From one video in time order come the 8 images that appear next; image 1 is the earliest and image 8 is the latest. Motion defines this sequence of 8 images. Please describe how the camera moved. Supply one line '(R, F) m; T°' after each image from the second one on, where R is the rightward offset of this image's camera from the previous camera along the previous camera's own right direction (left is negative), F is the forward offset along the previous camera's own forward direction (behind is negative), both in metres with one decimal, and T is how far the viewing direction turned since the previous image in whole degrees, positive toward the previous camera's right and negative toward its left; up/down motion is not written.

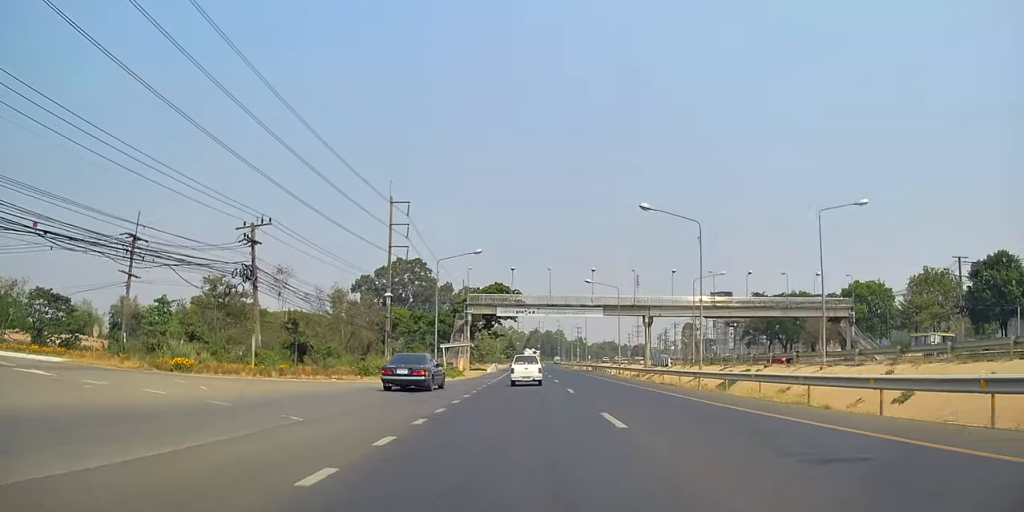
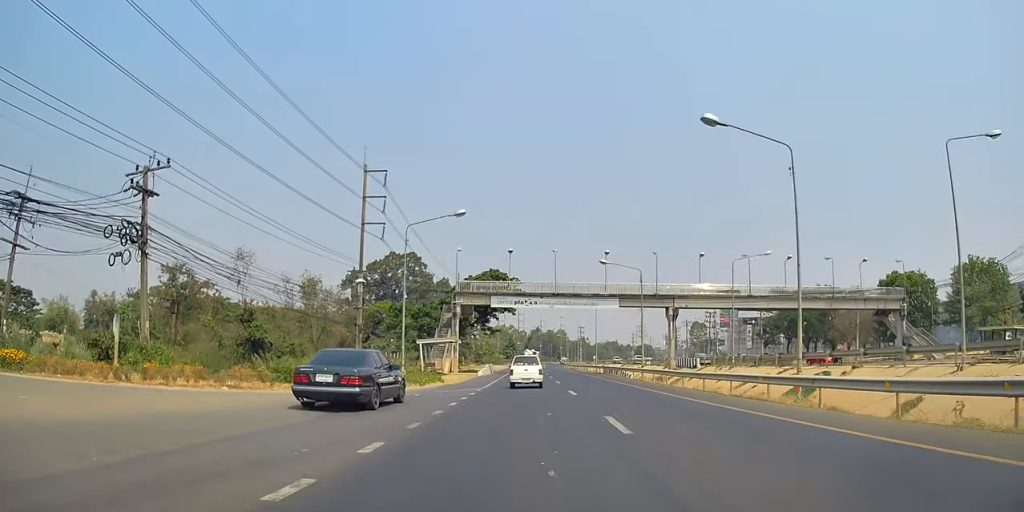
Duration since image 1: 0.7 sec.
(+0.1, +12.4) m; -1°
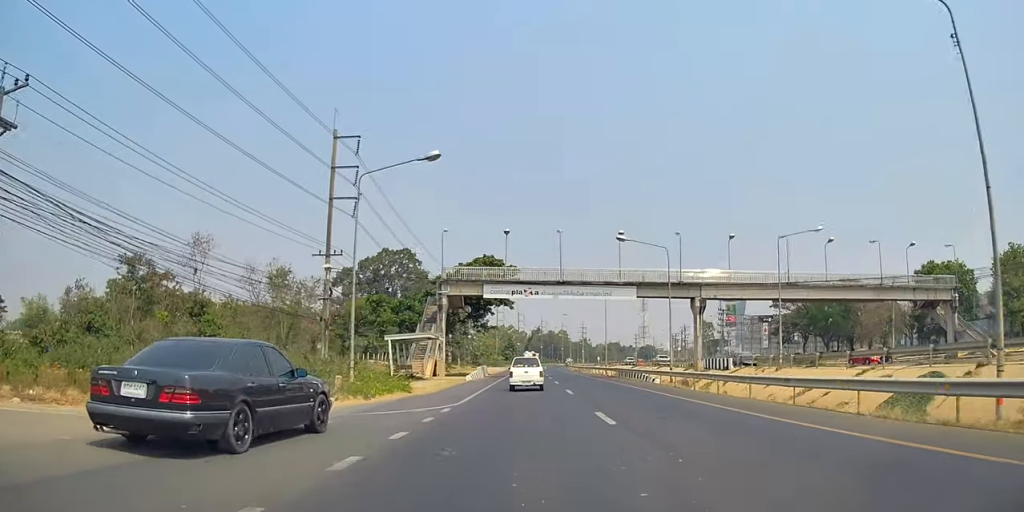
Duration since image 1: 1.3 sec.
(0.0, +10.5) m; -1°
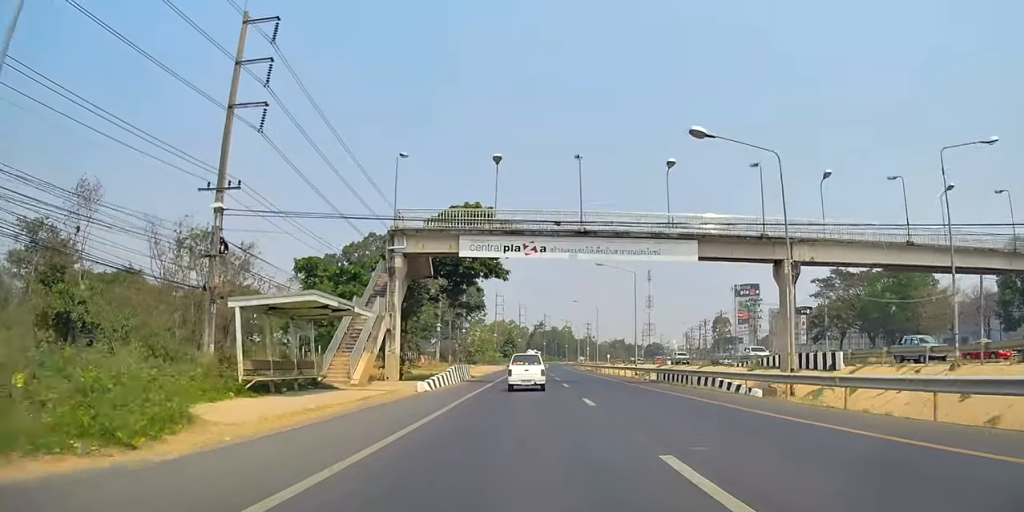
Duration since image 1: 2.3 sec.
(-0.6, +19.4) m; +1°
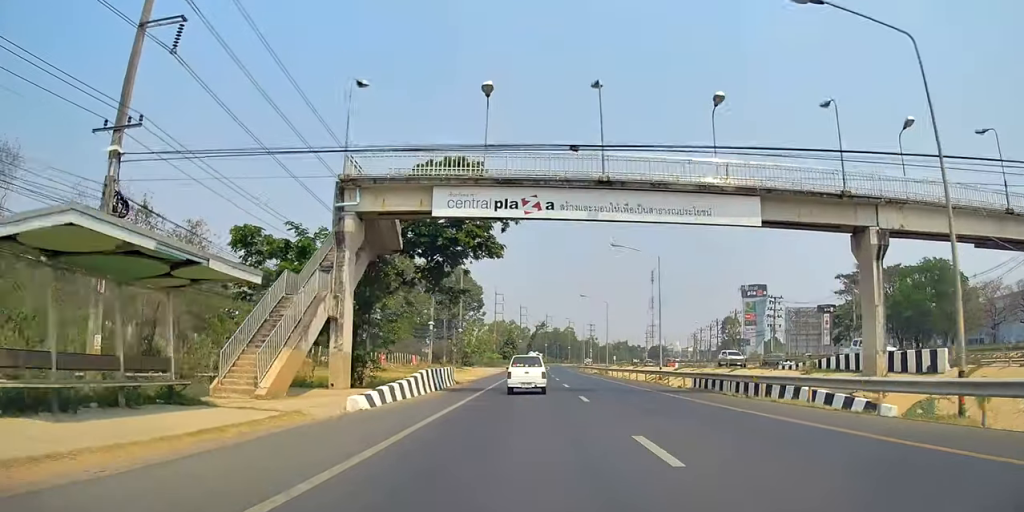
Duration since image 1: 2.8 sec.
(+0.3, +8.9) m; +1°
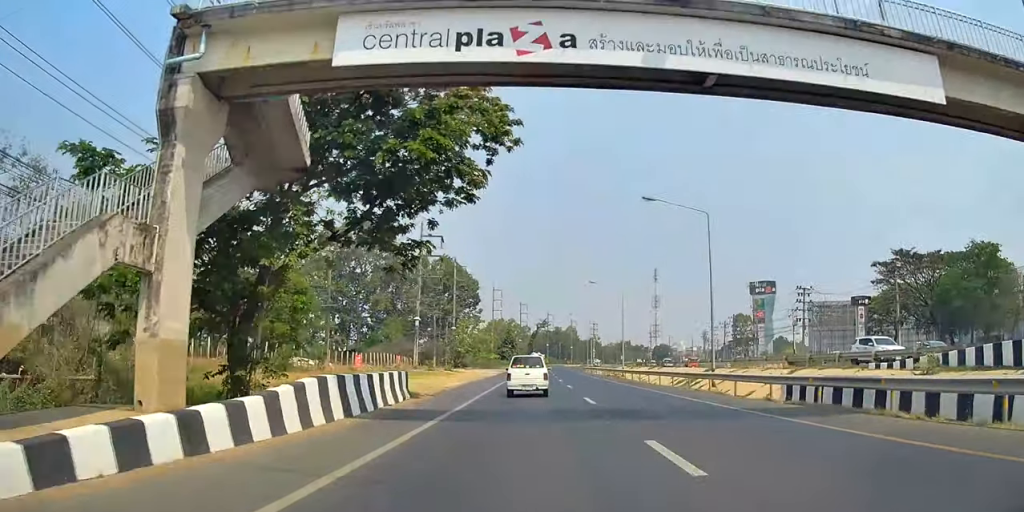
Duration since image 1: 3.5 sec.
(+0.2, +12.5) m; -1°
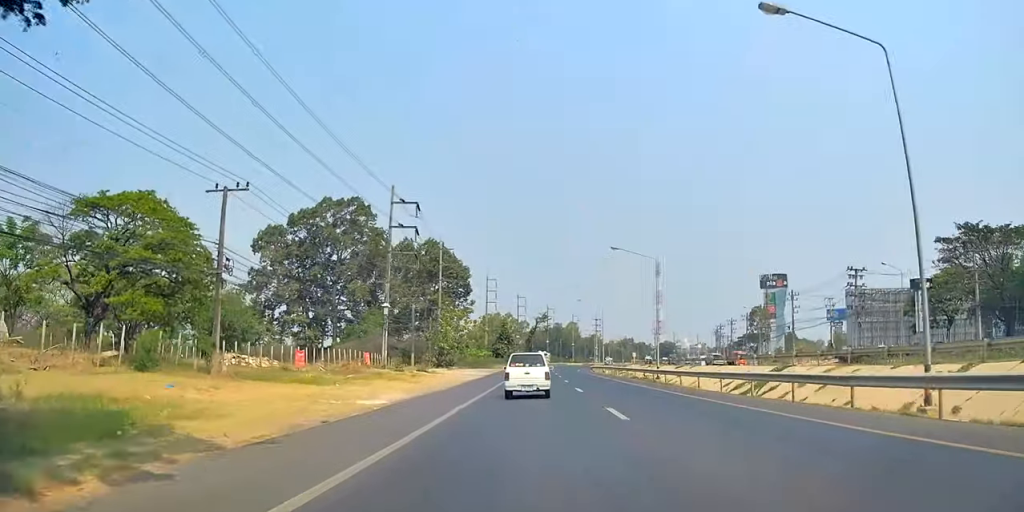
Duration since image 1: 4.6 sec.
(-0.4, +18.0) m; -2°
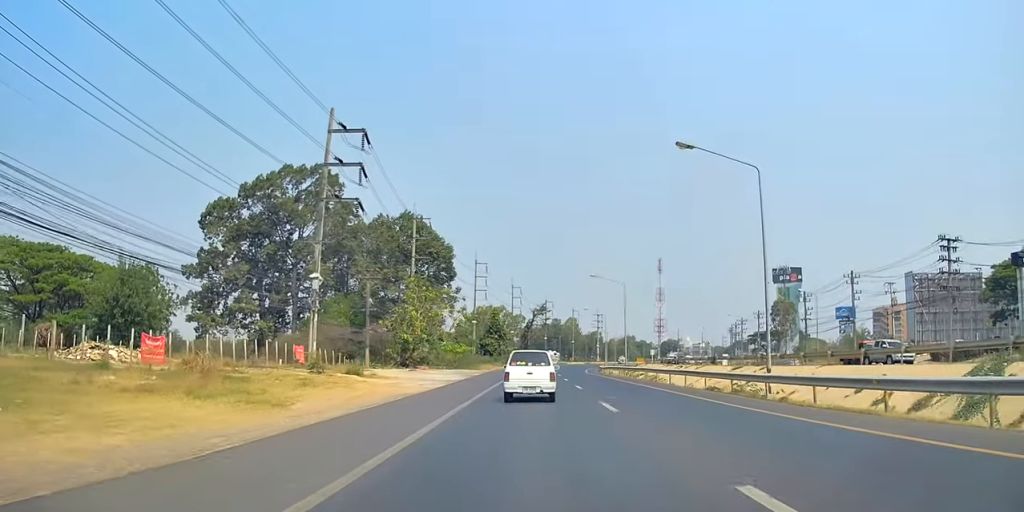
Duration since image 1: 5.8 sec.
(+0.1, +21.8) m; 0°
